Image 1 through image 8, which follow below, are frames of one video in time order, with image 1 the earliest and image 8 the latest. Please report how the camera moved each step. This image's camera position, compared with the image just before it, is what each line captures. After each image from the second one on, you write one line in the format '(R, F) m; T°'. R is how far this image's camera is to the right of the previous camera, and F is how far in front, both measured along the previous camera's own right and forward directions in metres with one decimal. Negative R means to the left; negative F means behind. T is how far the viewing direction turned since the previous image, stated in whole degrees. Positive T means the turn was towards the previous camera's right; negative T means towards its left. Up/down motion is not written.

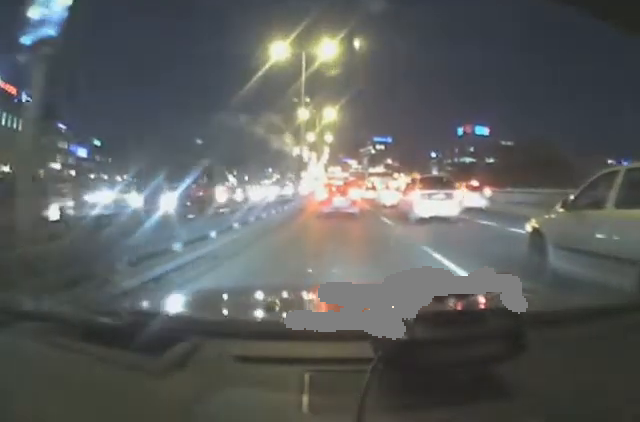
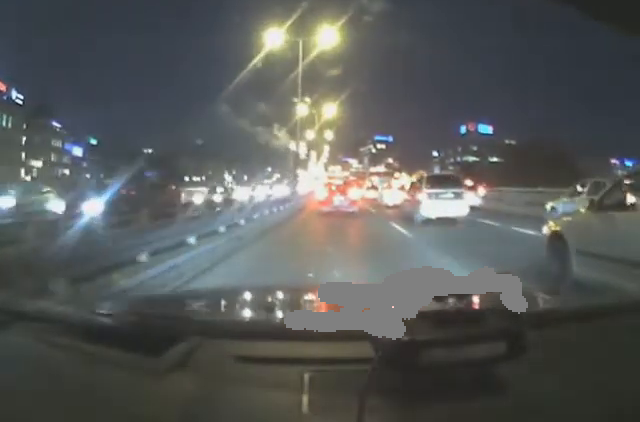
(0.0, +2.6) m; +1°
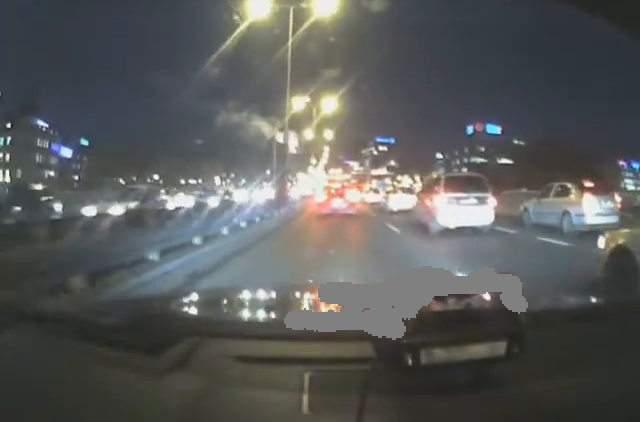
(0.0, +5.0) m; 0°
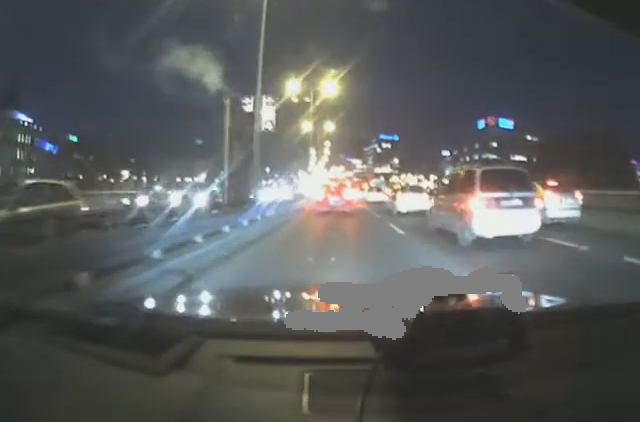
(-0.1, +7.0) m; -2°
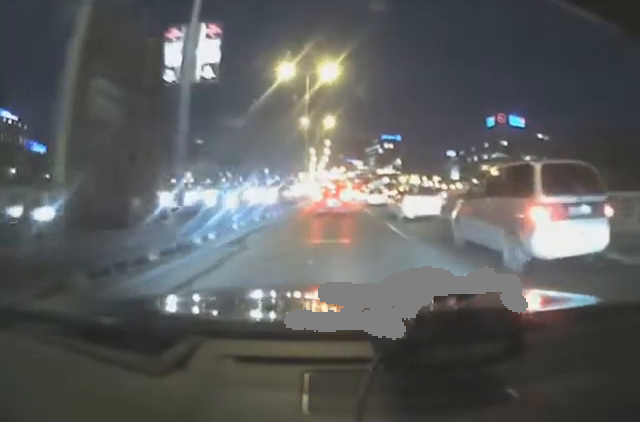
(-0.1, +10.6) m; -1°
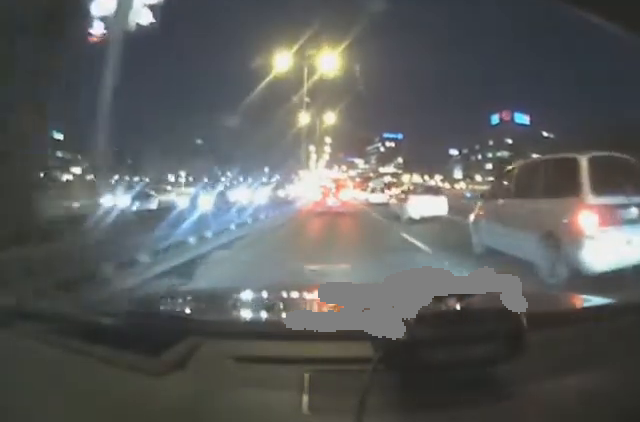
(+0.1, +4.9) m; 0°
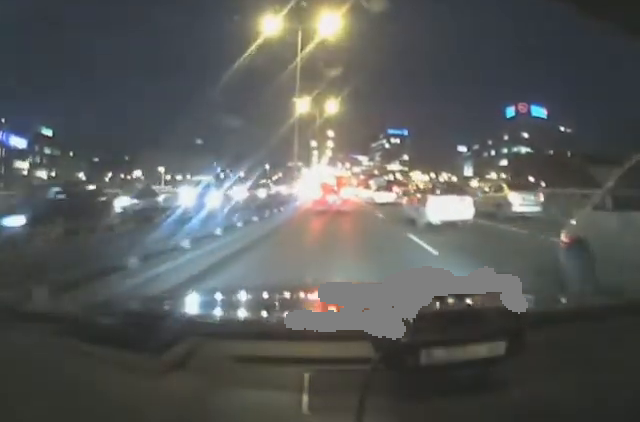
(-0.1, +12.8) m; 0°
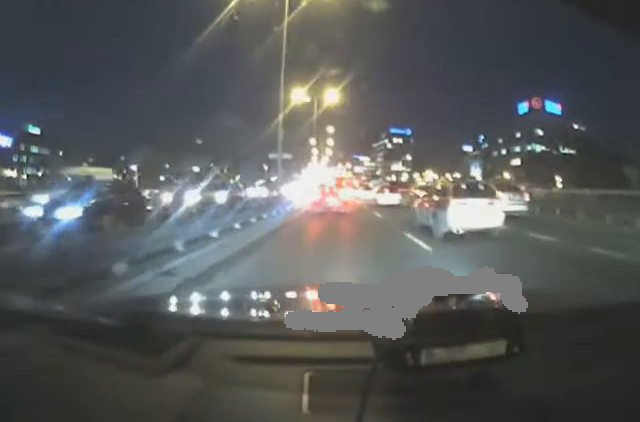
(+0.1, +12.0) m; 0°
